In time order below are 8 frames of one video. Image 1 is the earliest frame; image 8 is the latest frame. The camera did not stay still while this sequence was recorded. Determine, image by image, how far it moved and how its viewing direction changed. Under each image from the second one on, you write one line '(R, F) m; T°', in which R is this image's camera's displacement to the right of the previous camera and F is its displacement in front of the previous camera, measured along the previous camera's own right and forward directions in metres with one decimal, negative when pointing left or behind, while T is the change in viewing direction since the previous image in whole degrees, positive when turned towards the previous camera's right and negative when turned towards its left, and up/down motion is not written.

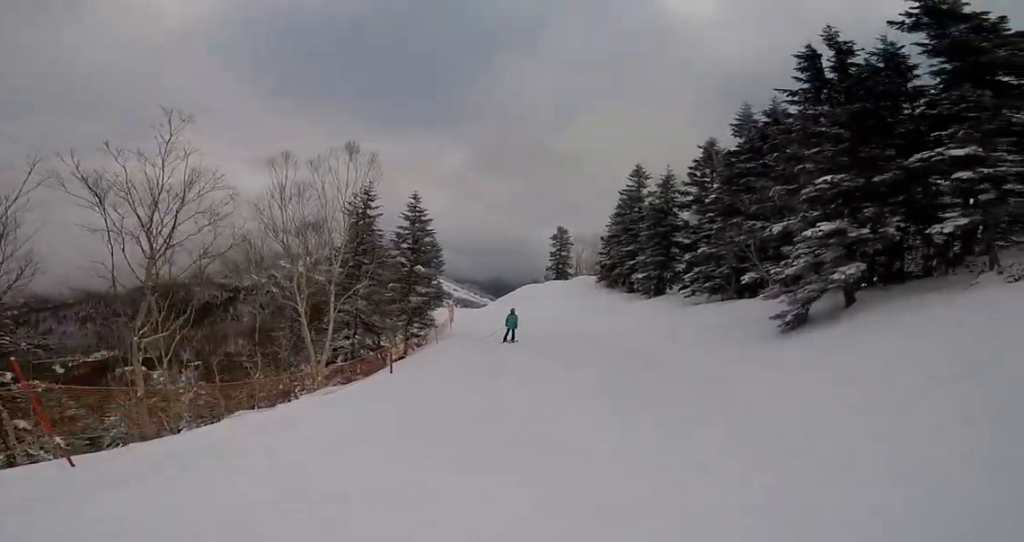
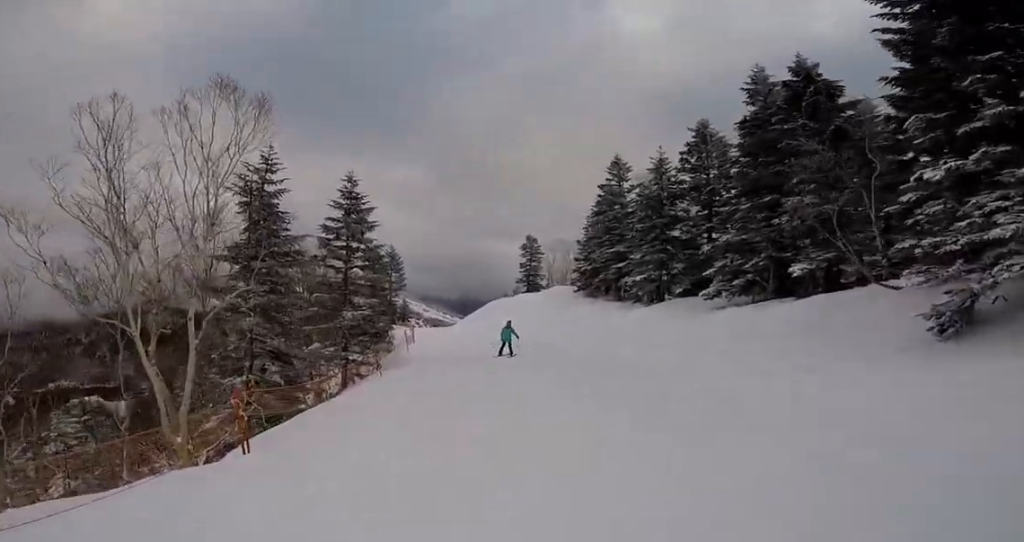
(0.0, +5.5) m; -2°
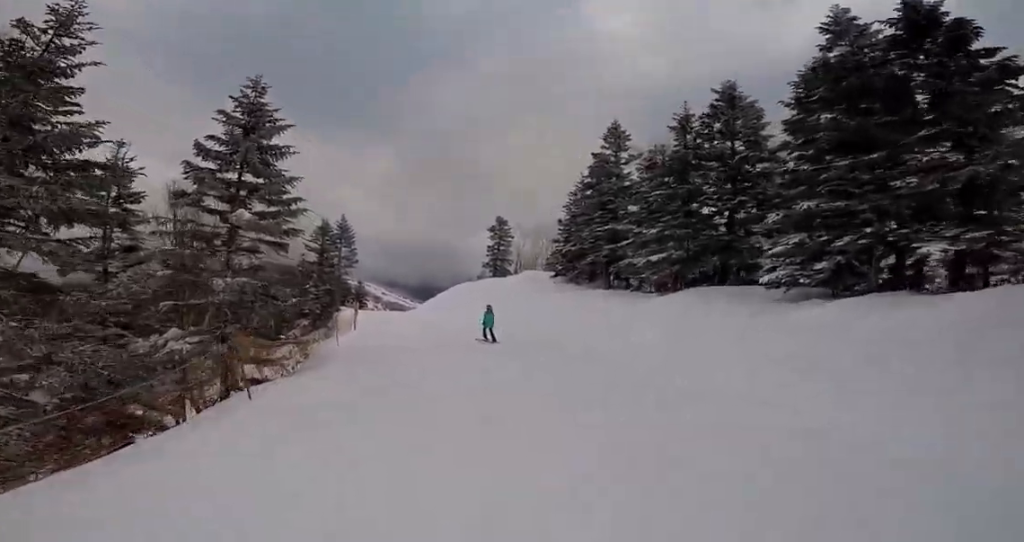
(-0.2, +5.3) m; -9°
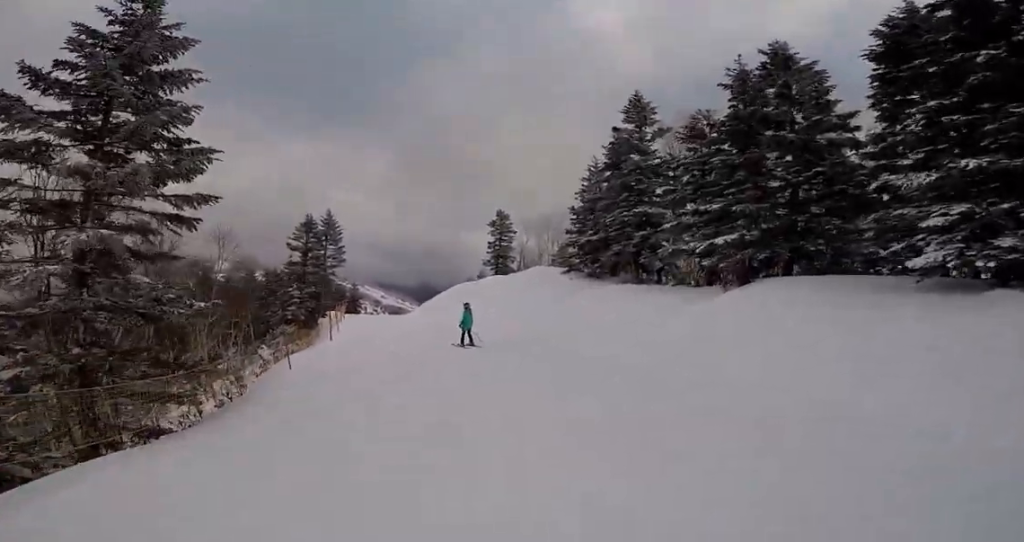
(-0.3, +3.8) m; -3°
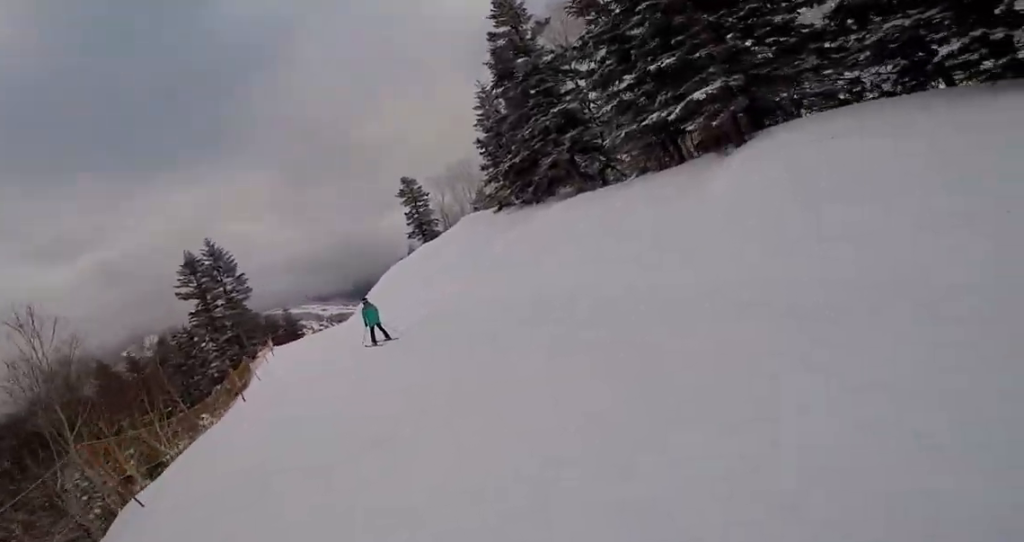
(-0.1, +4.0) m; +4°
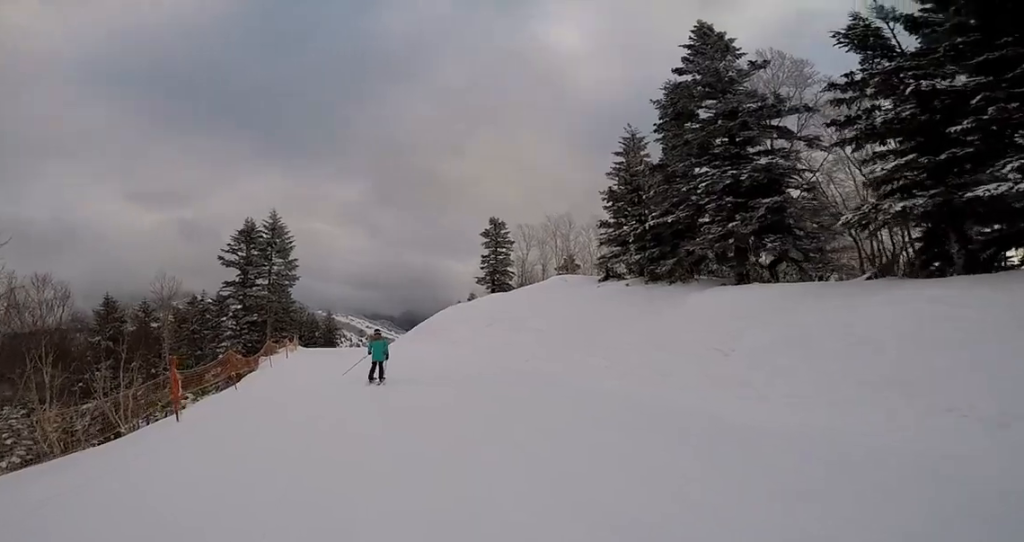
(+0.6, +4.4) m; +3°
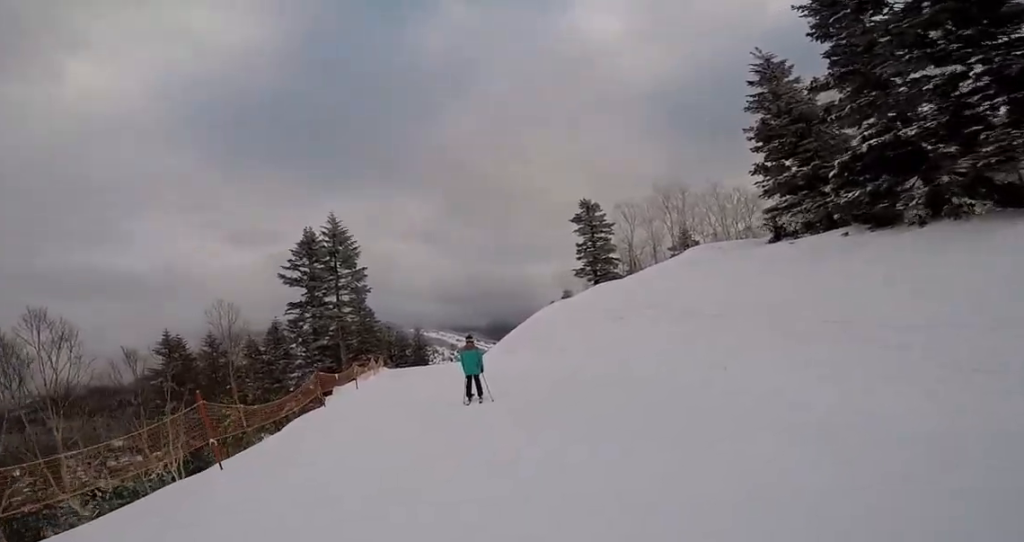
(-0.5, +4.7) m; -12°
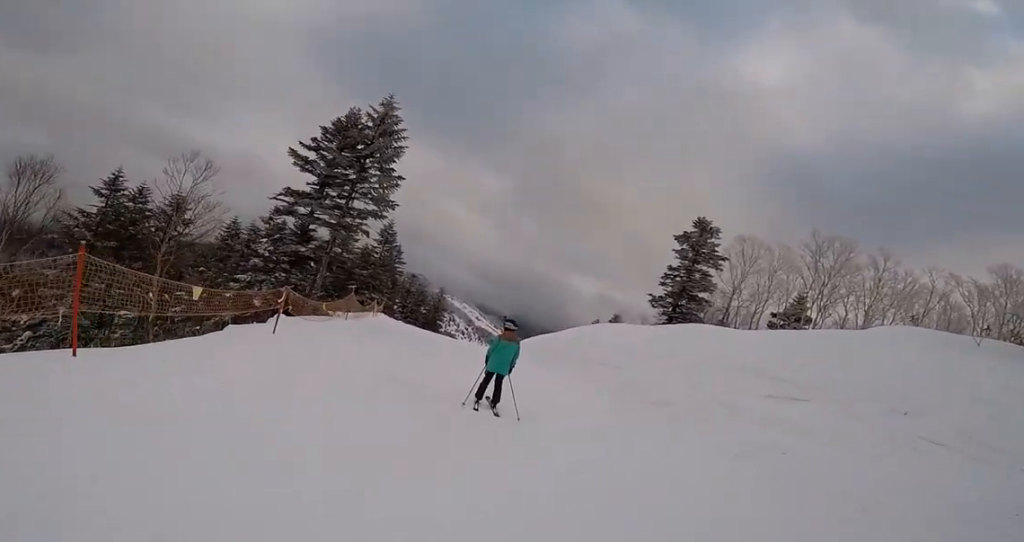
(+0.3, +6.0) m; +14°
